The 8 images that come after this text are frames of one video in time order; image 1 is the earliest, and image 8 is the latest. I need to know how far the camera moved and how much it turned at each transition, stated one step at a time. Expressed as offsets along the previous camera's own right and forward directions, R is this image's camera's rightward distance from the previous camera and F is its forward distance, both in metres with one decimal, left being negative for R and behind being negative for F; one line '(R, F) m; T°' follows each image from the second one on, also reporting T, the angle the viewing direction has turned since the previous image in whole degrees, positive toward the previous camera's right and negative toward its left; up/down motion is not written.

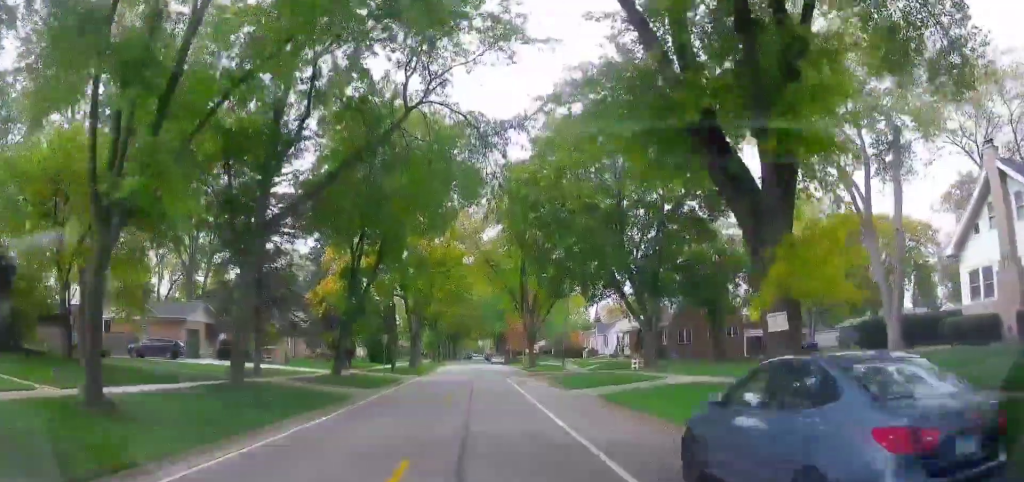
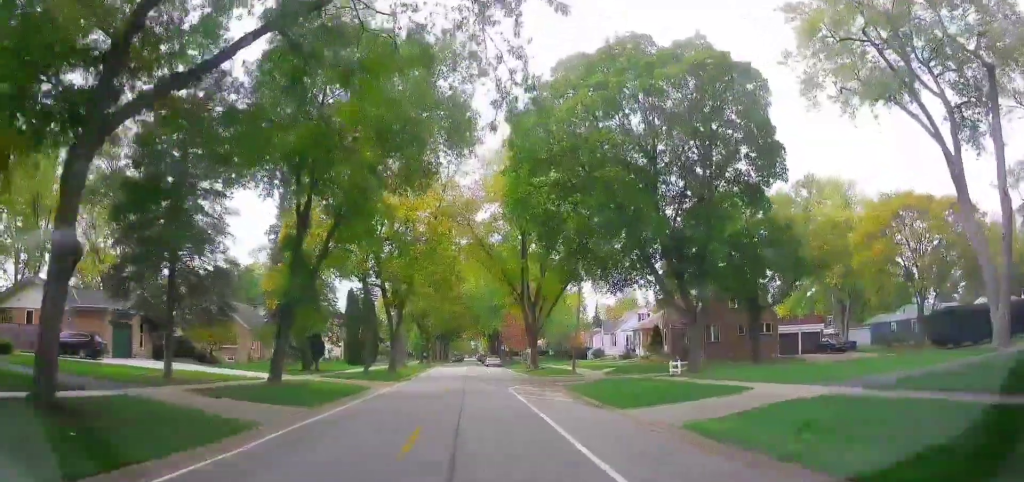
(-0.1, +8.7) m; -3°
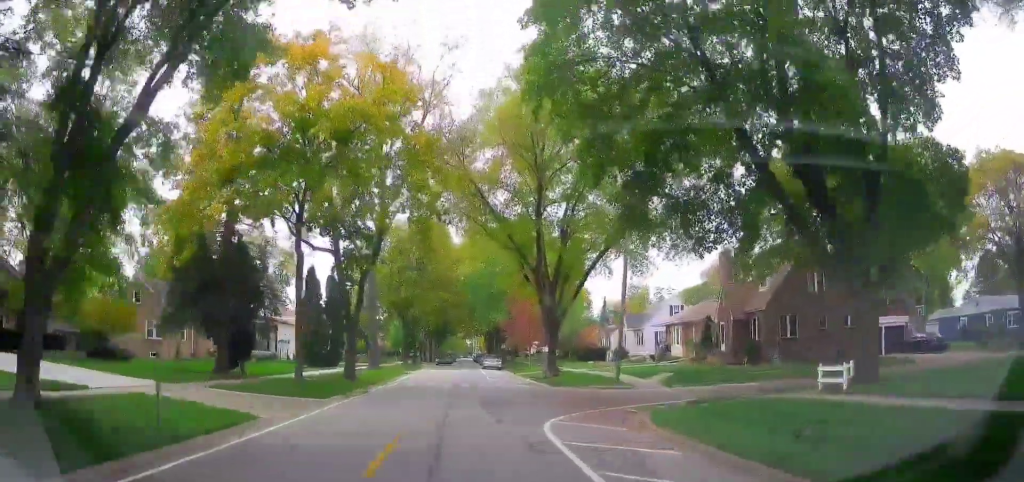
(+0.2, +13.7) m; +5°
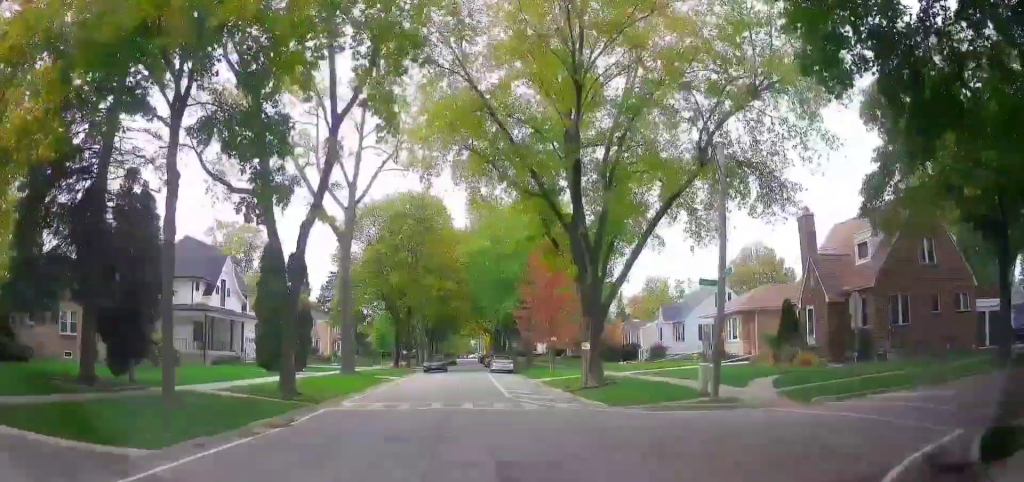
(+0.3, +11.0) m; -3°
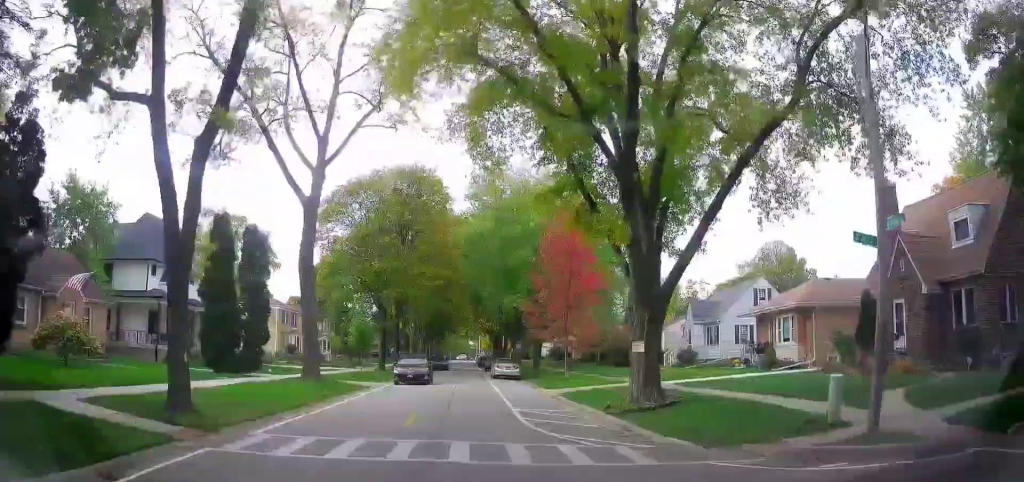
(-0.6, +7.4) m; -2°
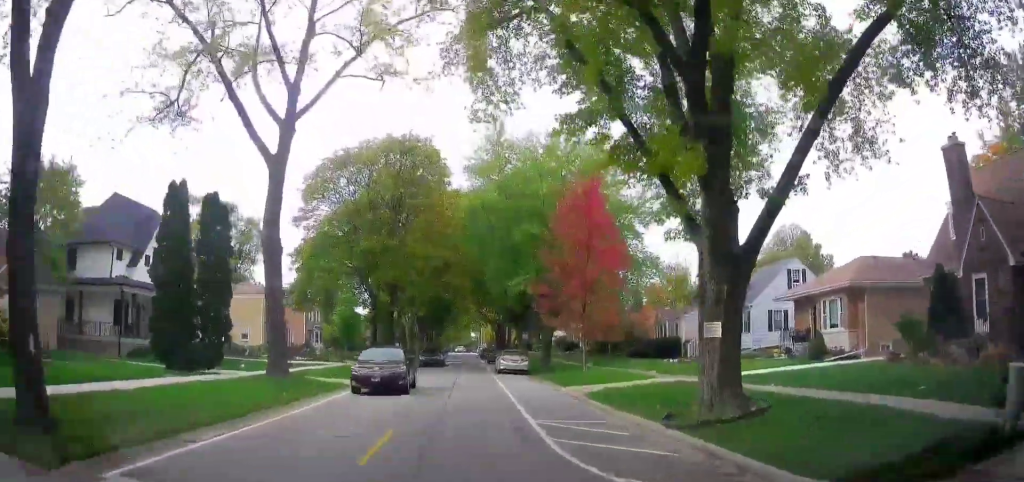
(+0.1, +5.0) m; +1°
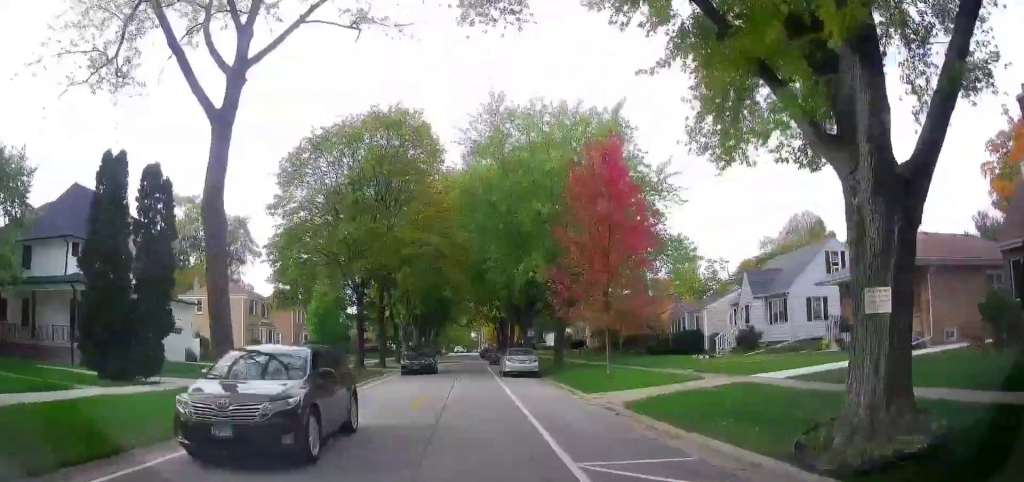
(+0.2, +5.1) m; +2°
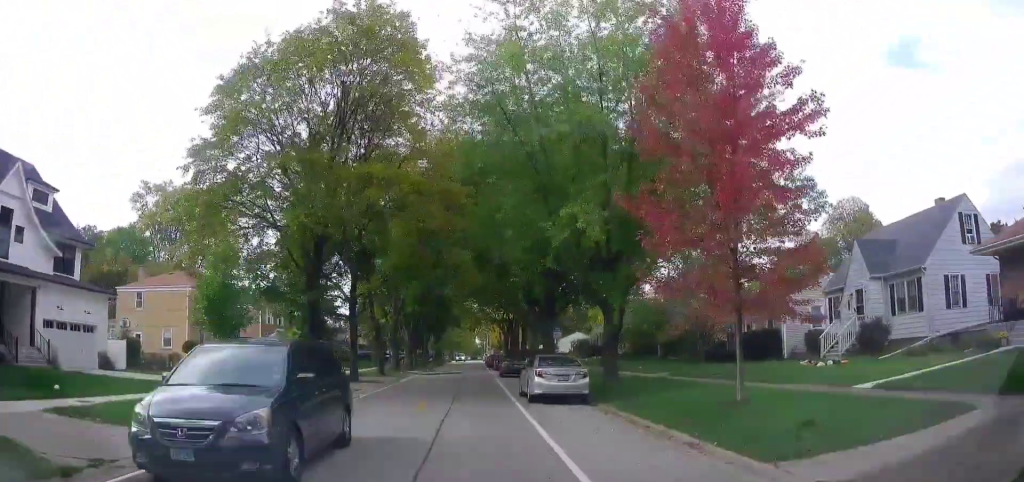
(0.0, +11.8) m; -1°
